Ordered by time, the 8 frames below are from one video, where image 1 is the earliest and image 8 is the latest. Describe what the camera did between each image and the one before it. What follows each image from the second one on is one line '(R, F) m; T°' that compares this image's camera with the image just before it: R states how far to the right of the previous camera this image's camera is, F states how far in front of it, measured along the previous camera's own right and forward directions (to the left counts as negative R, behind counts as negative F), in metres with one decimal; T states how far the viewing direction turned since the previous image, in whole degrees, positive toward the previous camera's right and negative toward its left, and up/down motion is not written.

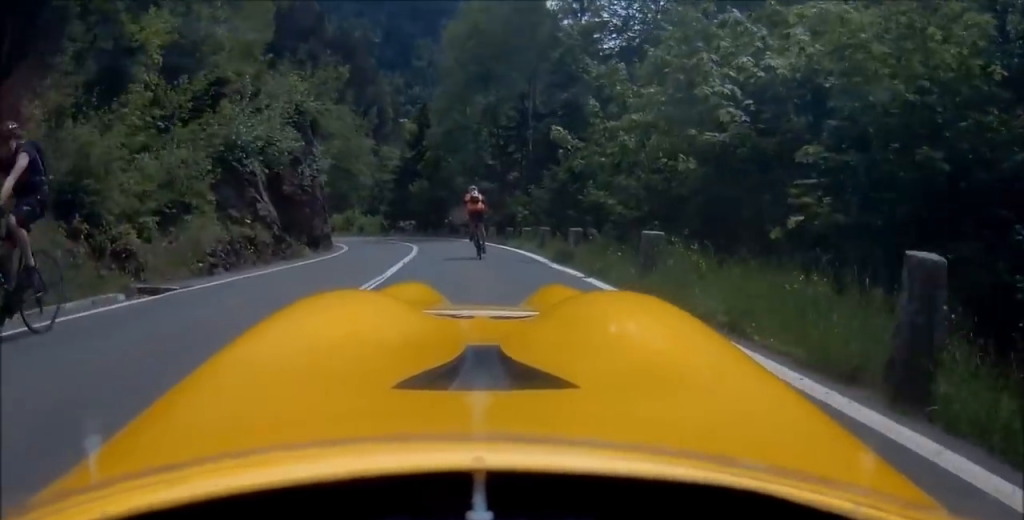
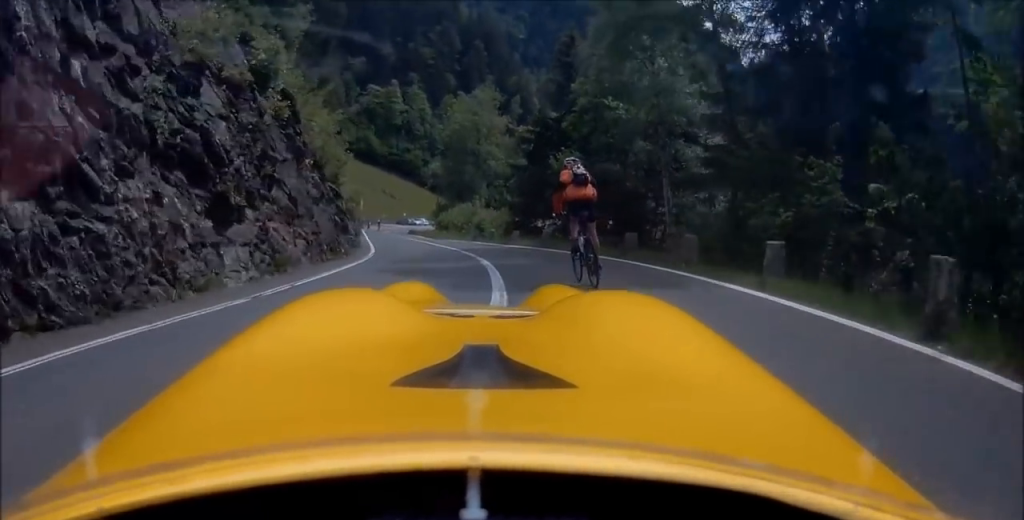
(-0.7, +24.3) m; -4°
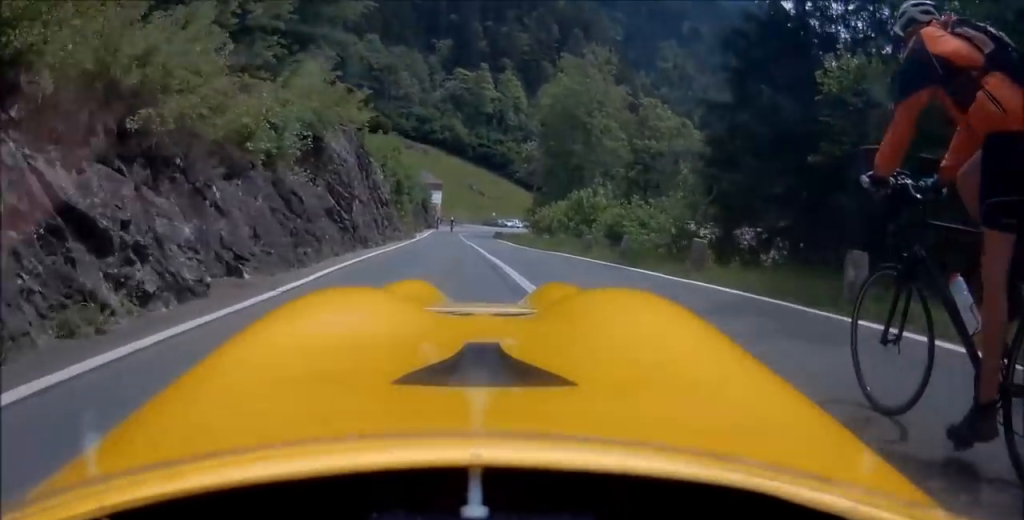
(-1.1, +21.8) m; -8°
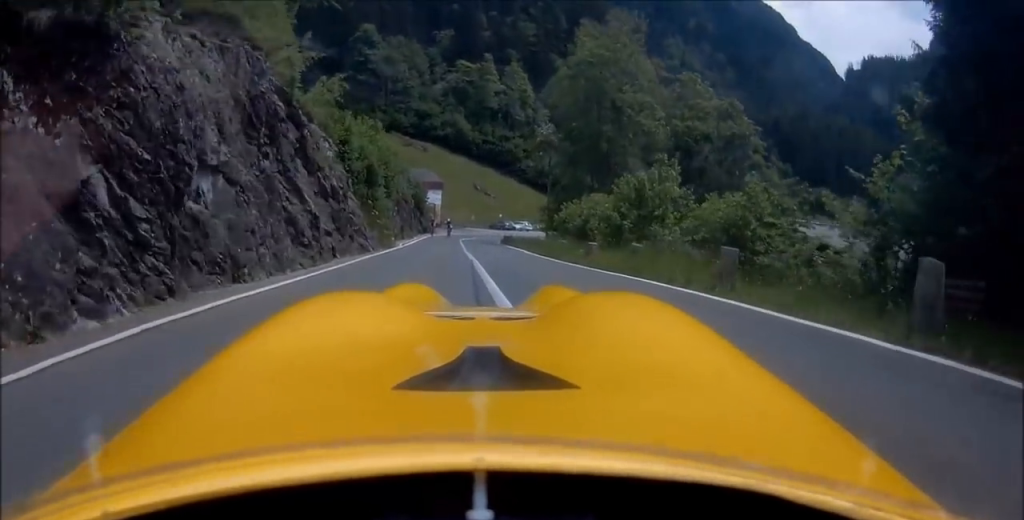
(-0.1, +10.9) m; -5°
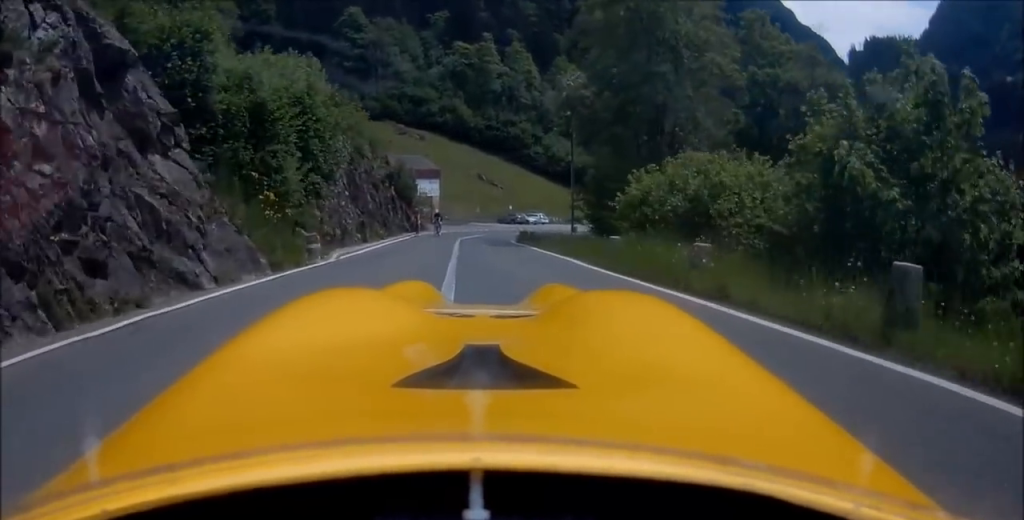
(-1.2, +13.6) m; -4°
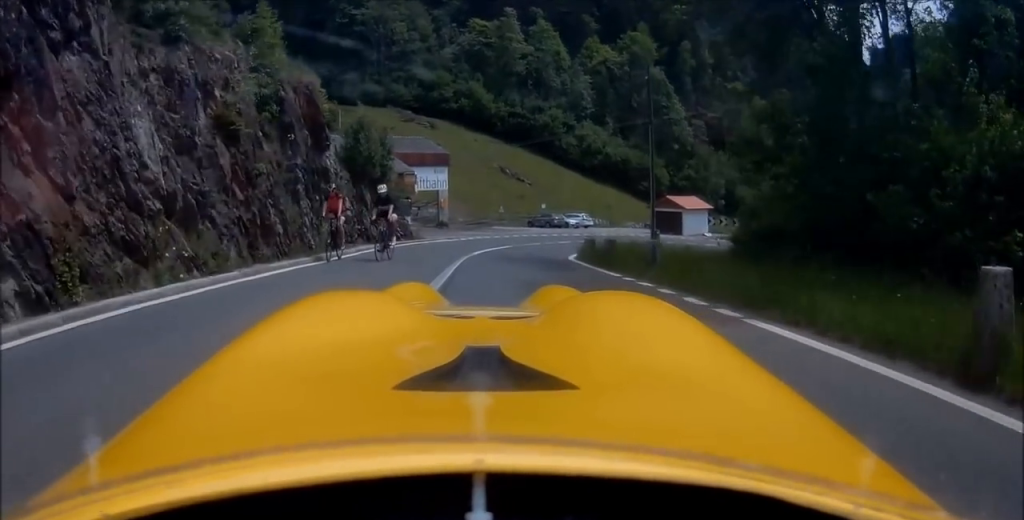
(-0.3, +19.1) m; -1°
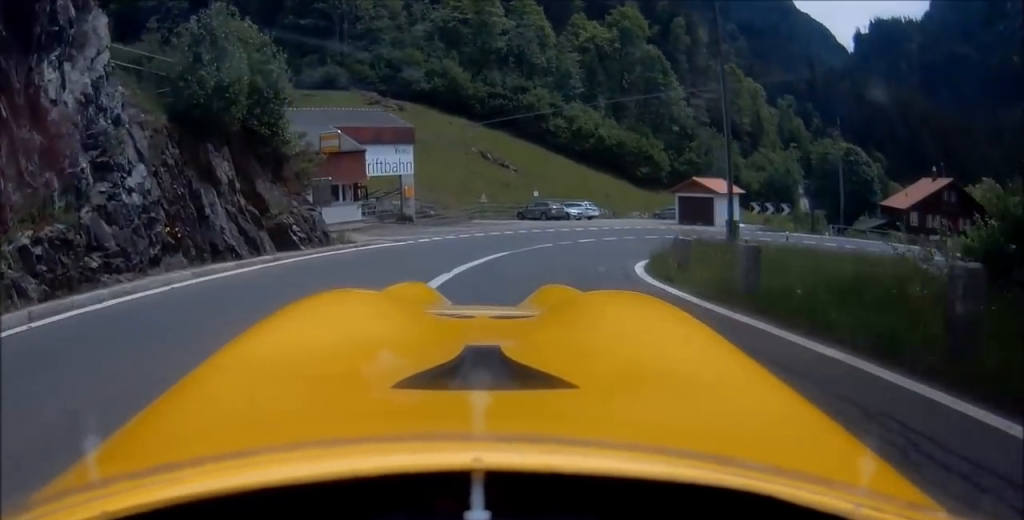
(-0.1, +12.3) m; +1°
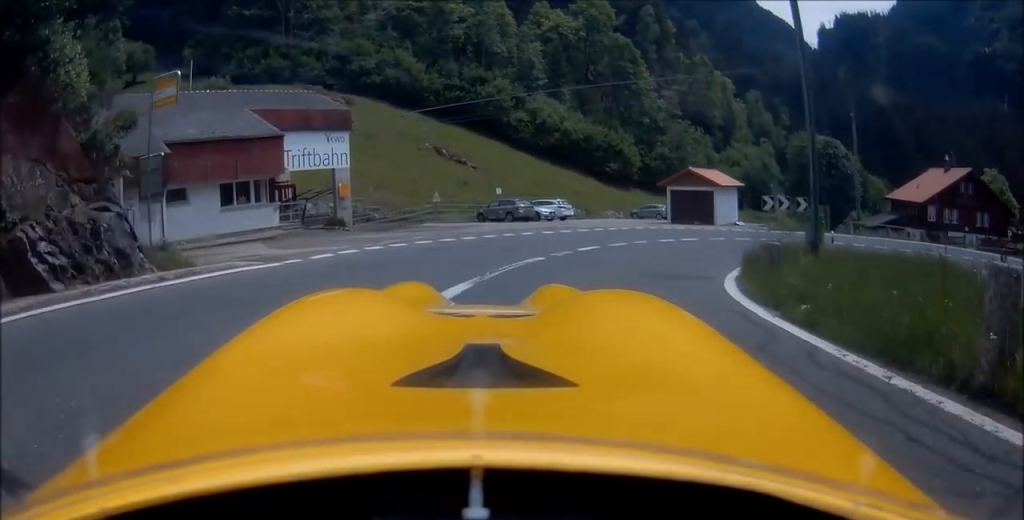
(+0.1, +8.1) m; +3°
